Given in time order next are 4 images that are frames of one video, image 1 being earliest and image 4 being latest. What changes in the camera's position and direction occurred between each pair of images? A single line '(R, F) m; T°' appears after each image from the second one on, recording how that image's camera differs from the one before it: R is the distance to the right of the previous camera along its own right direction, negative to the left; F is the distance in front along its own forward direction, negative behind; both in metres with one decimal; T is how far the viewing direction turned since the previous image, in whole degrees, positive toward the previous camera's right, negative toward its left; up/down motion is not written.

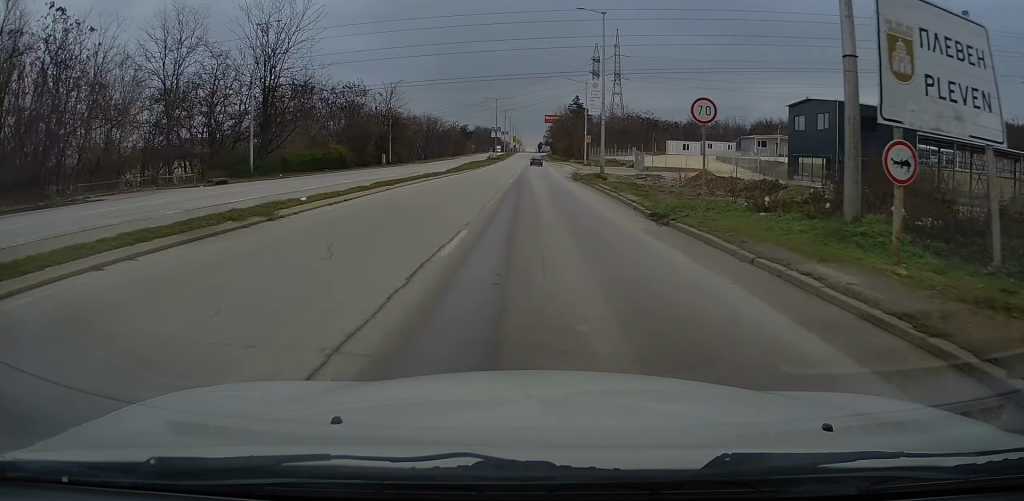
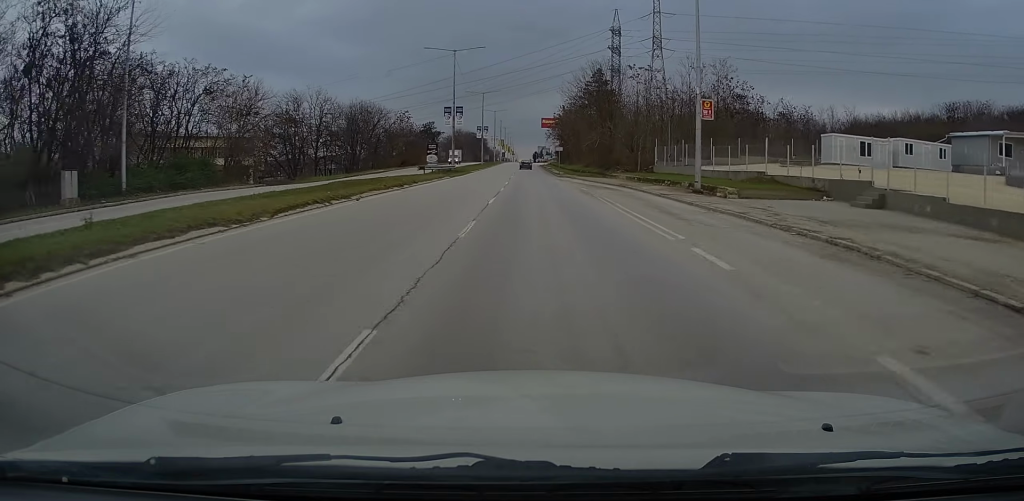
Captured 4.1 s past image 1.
(-0.1, +67.5) m; +1°
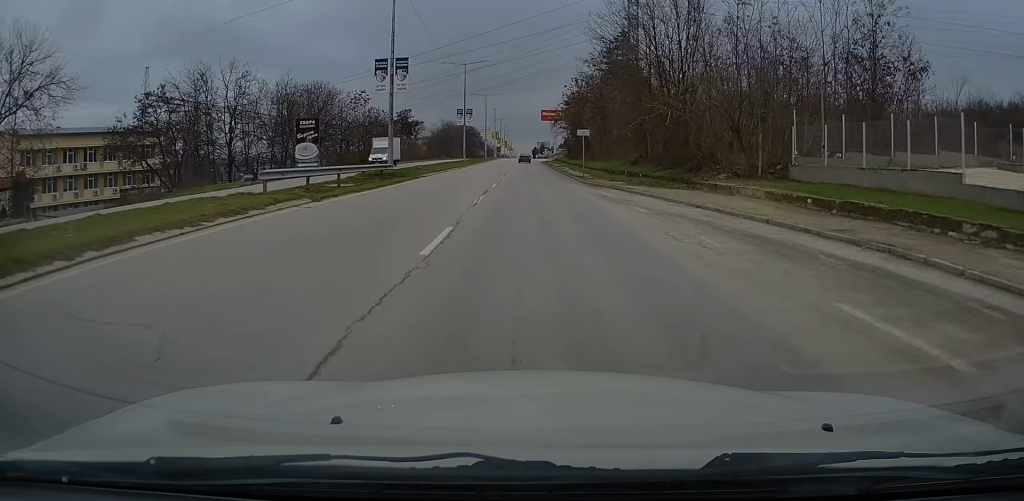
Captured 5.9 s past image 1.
(+0.1, +29.5) m; -1°
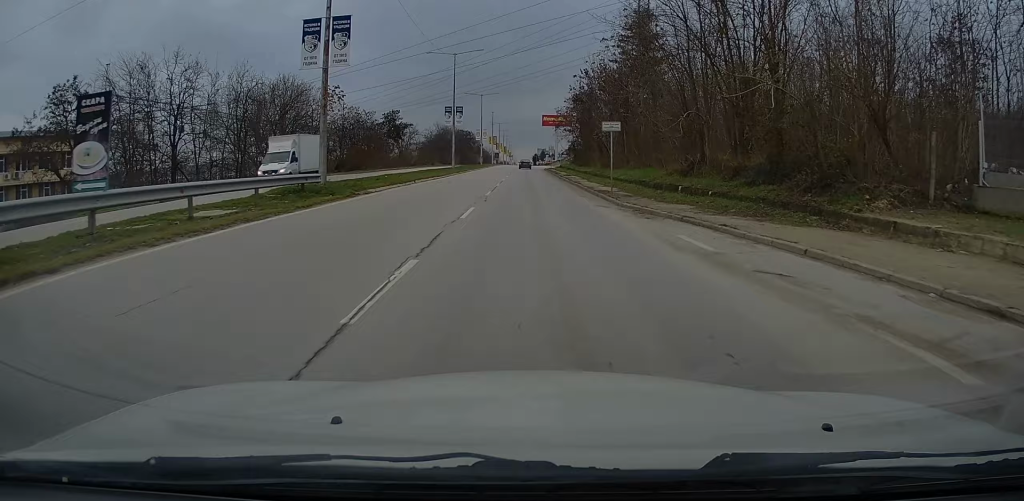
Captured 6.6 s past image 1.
(-0.1, +12.1) m; 0°
